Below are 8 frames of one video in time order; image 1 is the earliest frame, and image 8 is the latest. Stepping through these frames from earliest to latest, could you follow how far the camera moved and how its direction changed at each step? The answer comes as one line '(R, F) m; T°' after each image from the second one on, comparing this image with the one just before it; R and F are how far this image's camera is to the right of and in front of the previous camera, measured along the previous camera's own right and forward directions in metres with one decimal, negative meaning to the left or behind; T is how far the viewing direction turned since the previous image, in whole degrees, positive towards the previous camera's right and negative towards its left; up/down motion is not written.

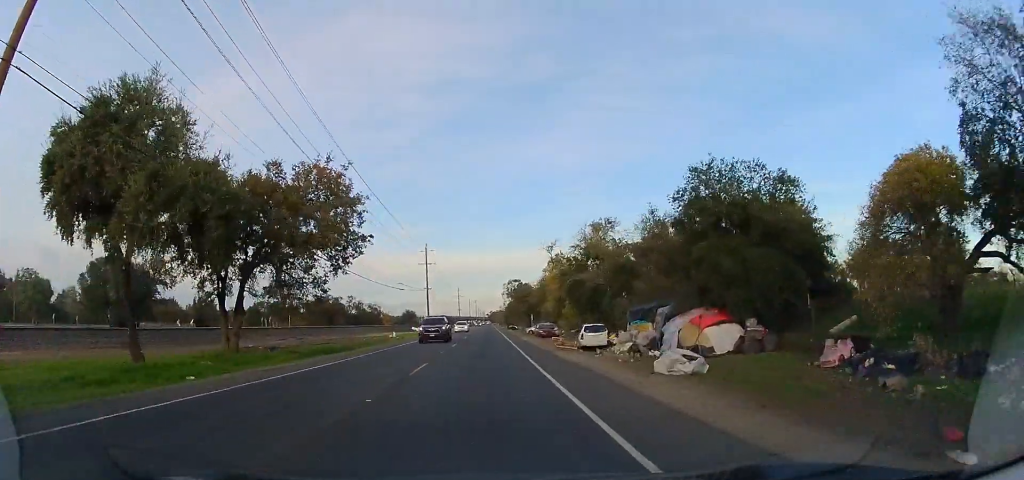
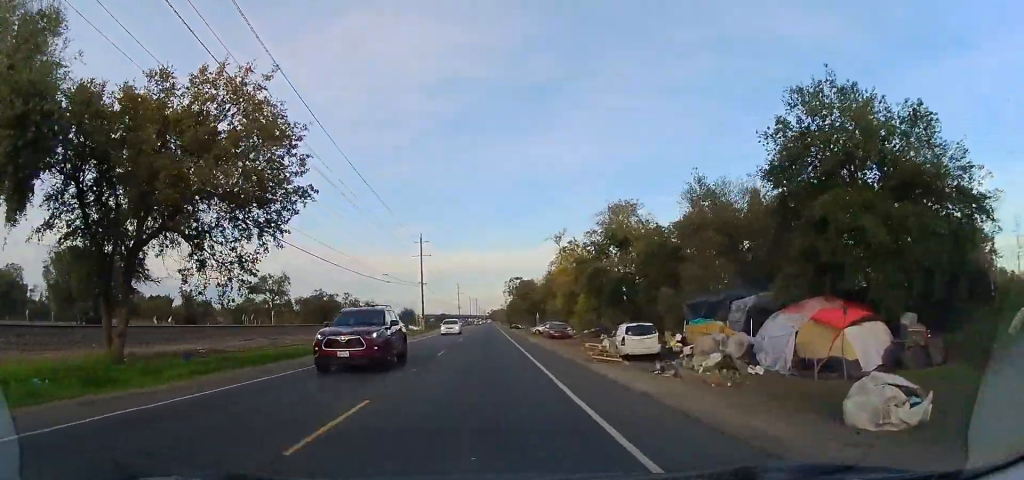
(-0.2, +8.6) m; -2°
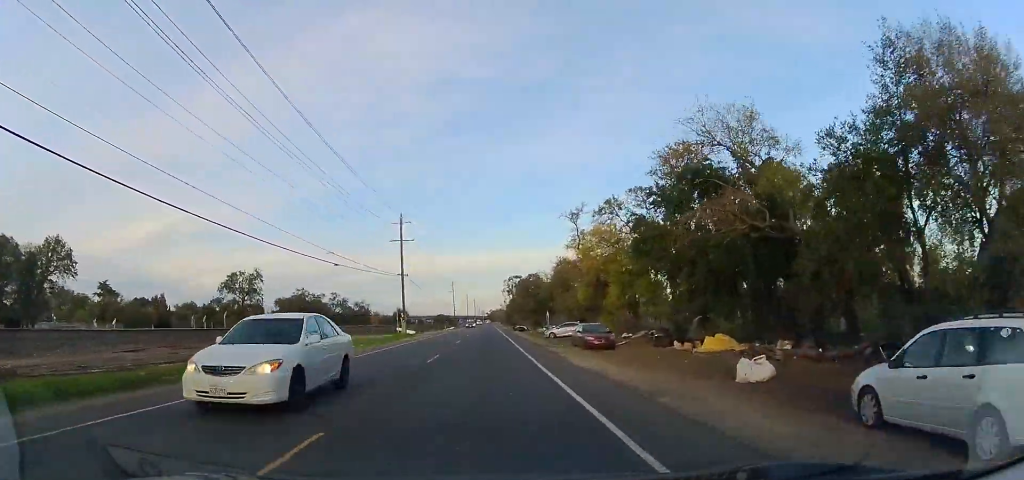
(0.0, +17.1) m; +1°
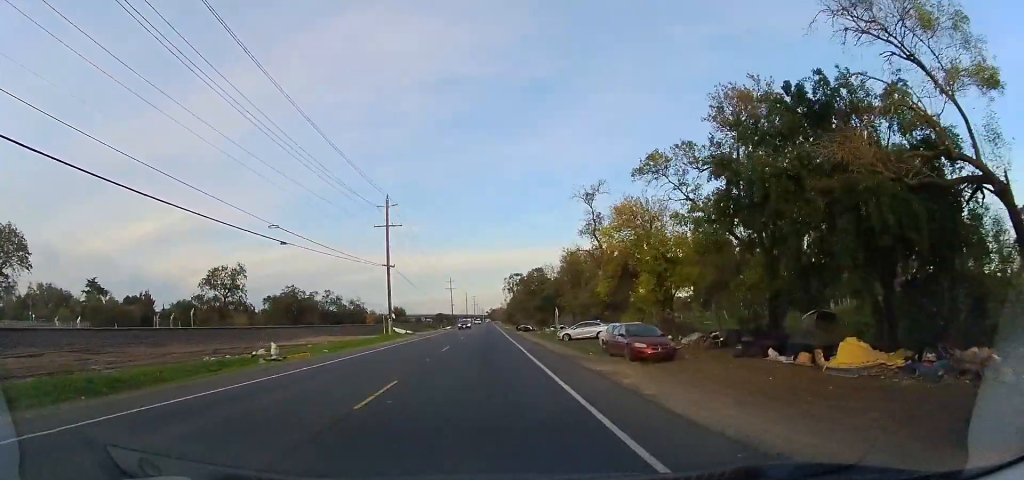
(+0.1, +9.3) m; 0°
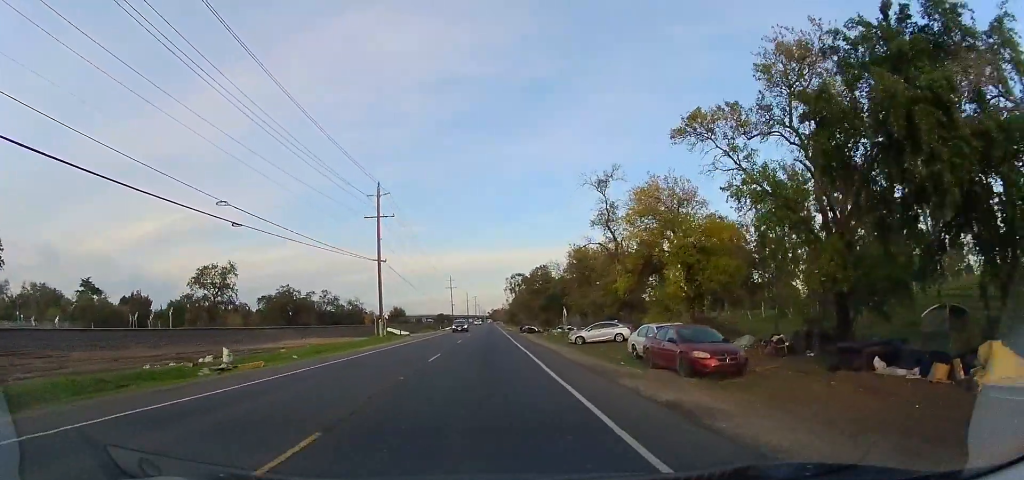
(0.0, +5.4) m; 0°
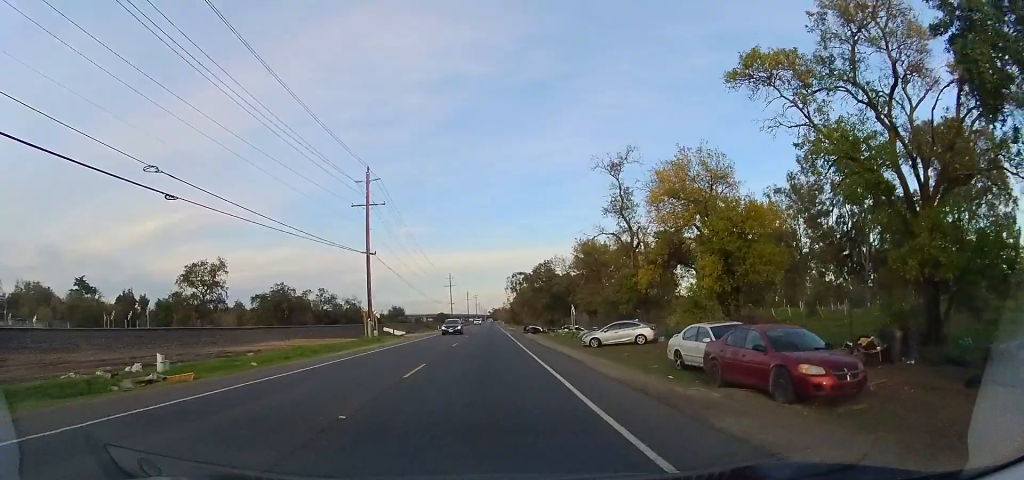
(0.0, +5.0) m; -1°
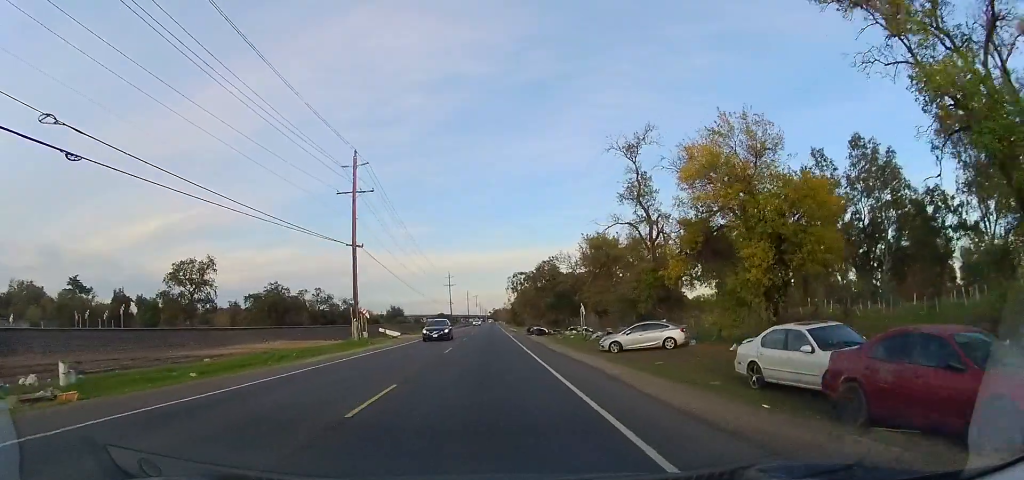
(+0.1, +5.0) m; -1°
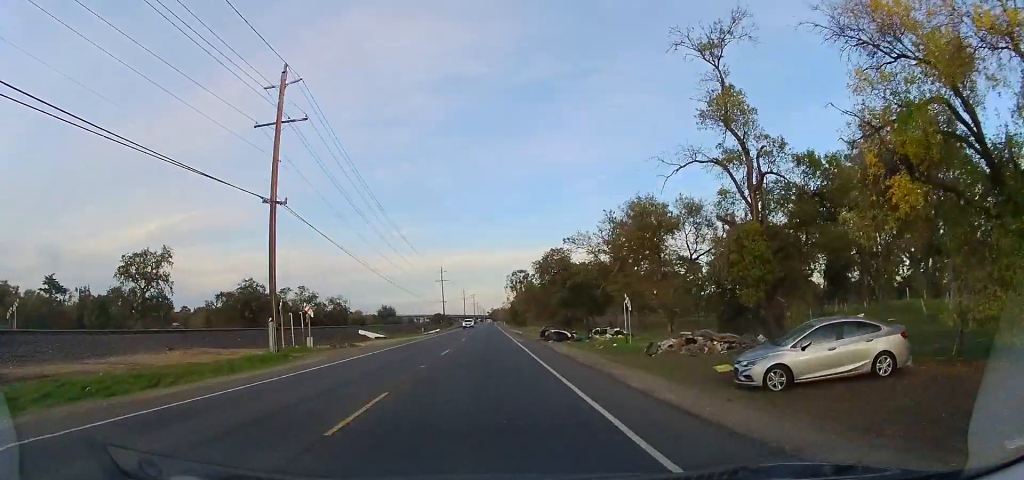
(-0.3, +15.9) m; +1°
